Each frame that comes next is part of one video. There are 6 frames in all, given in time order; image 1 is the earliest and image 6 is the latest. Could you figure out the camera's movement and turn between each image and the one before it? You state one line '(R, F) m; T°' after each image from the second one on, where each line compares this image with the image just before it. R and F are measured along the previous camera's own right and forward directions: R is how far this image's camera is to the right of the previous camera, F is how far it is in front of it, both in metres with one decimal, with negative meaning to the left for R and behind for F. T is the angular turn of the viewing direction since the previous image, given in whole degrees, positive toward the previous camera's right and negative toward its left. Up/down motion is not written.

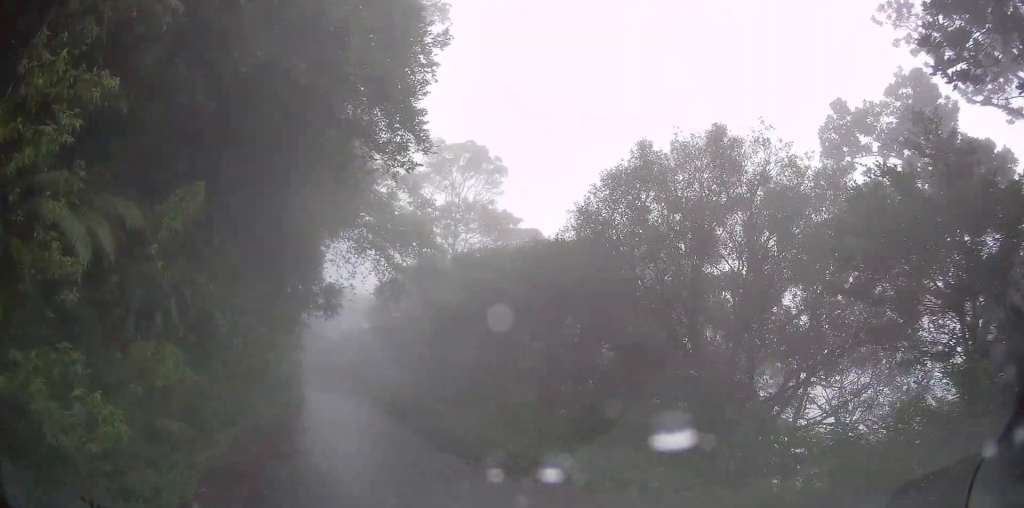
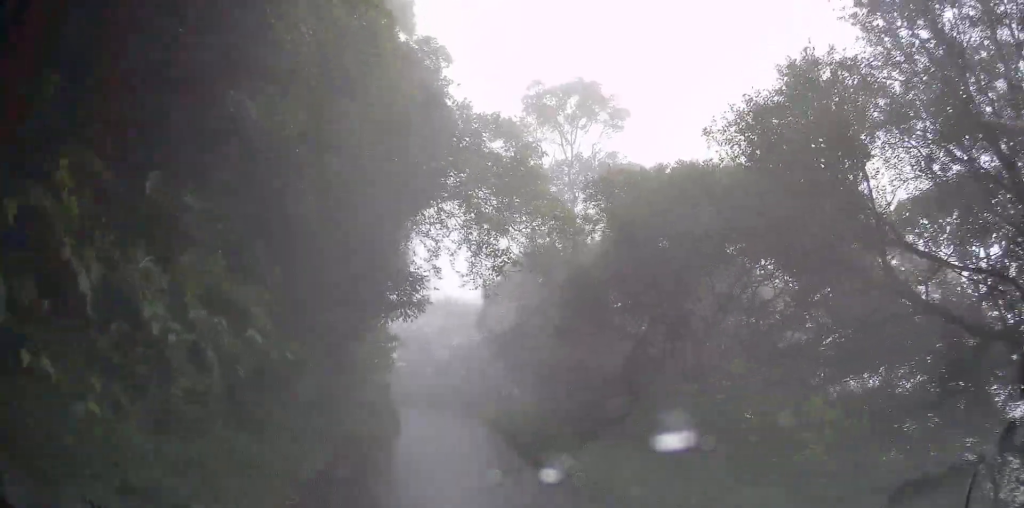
(-0.2, +5.9) m; -5°
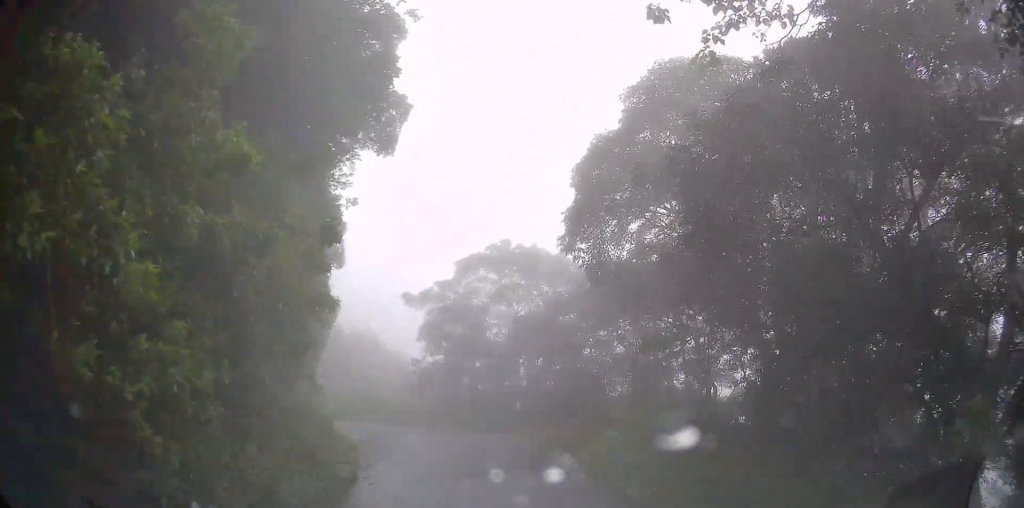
(-2.7, +19.0) m; -12°
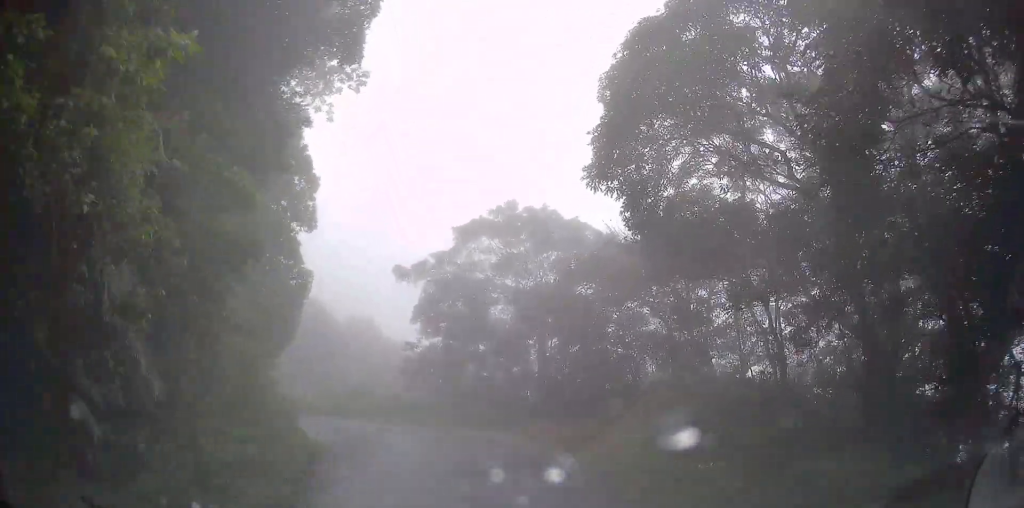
(0.0, +4.1) m; -3°
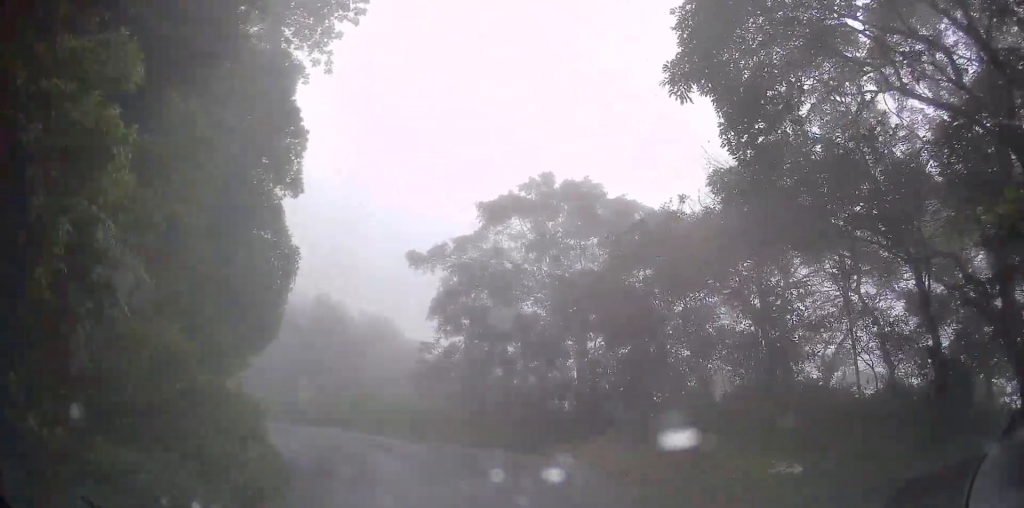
(-0.2, +4.0) m; -4°
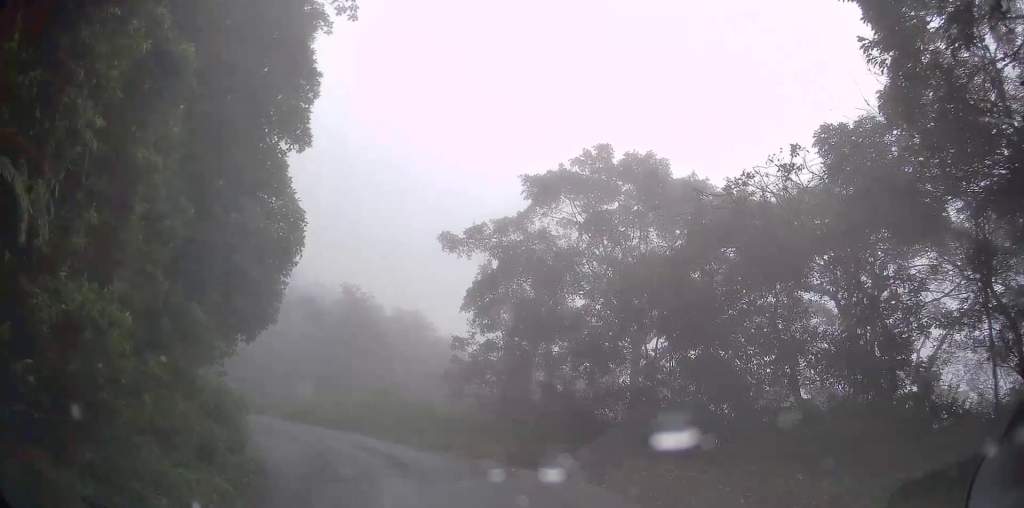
(-0.1, +2.7) m; -3°
